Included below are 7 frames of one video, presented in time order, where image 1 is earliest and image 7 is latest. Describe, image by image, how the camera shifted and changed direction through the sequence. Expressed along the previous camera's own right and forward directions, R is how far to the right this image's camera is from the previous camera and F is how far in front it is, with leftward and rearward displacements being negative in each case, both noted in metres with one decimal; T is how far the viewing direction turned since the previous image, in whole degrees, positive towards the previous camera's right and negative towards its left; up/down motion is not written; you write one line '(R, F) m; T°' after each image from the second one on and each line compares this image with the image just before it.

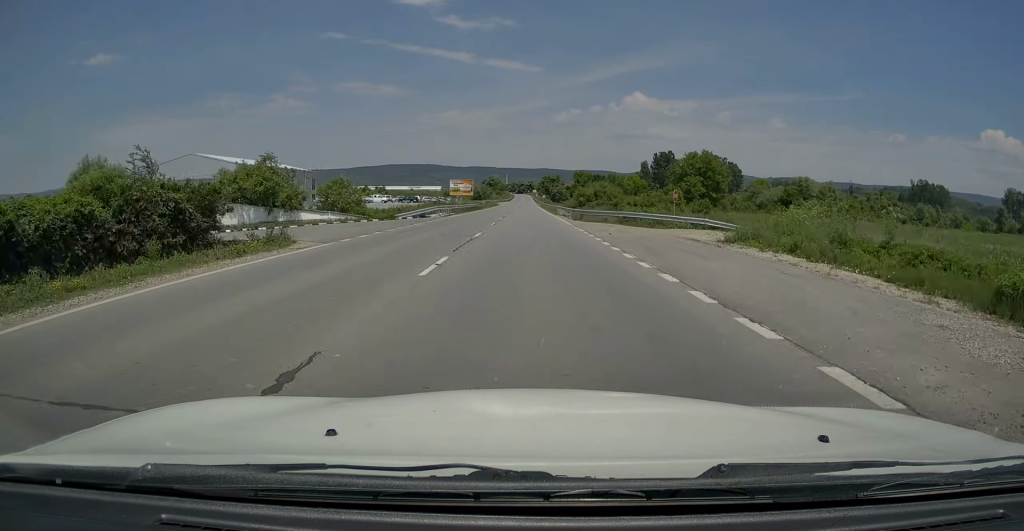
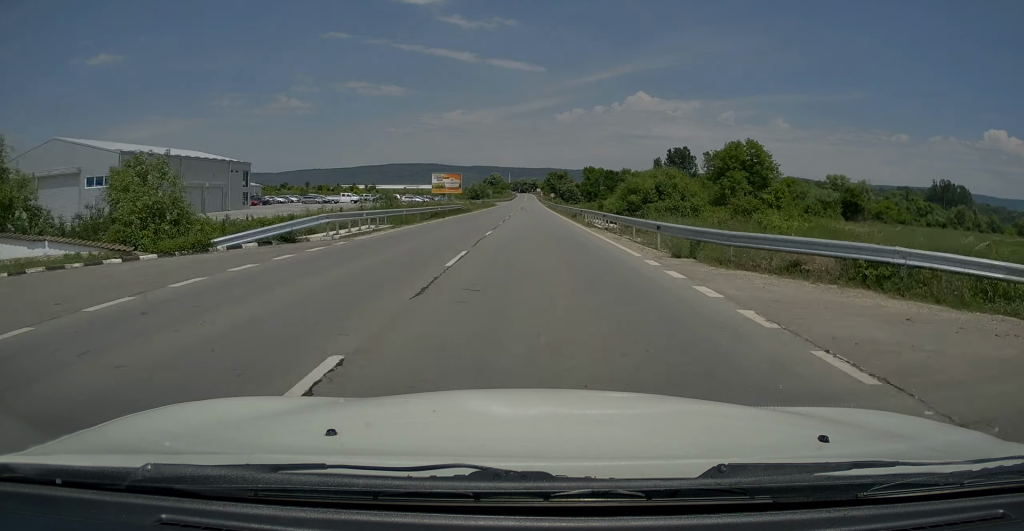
(-0.1, +25.8) m; 0°
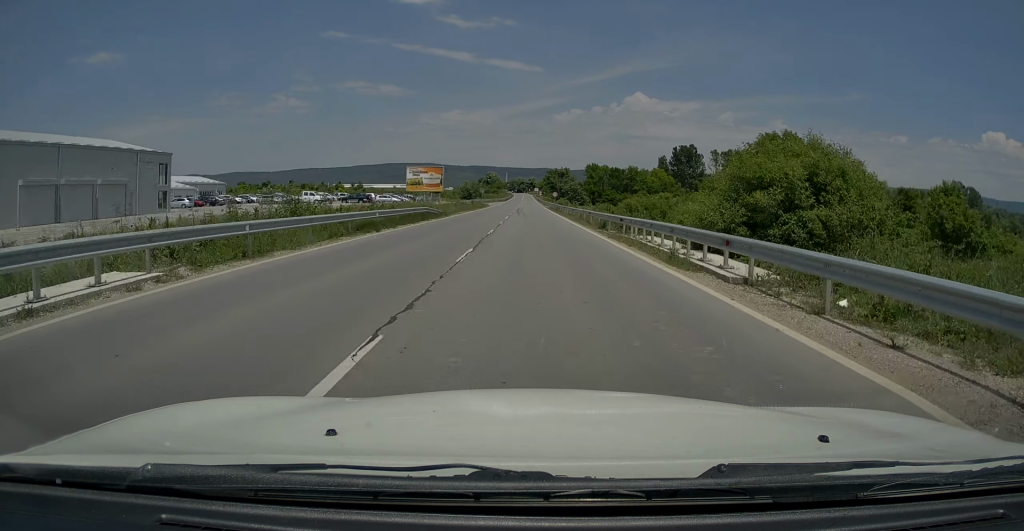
(0.0, +17.4) m; 0°
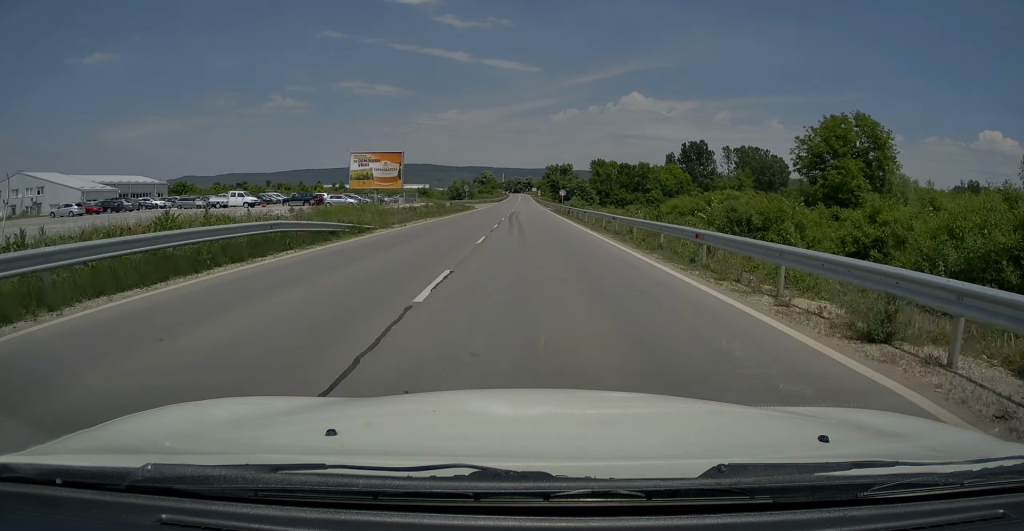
(0.0, +22.4) m; 0°
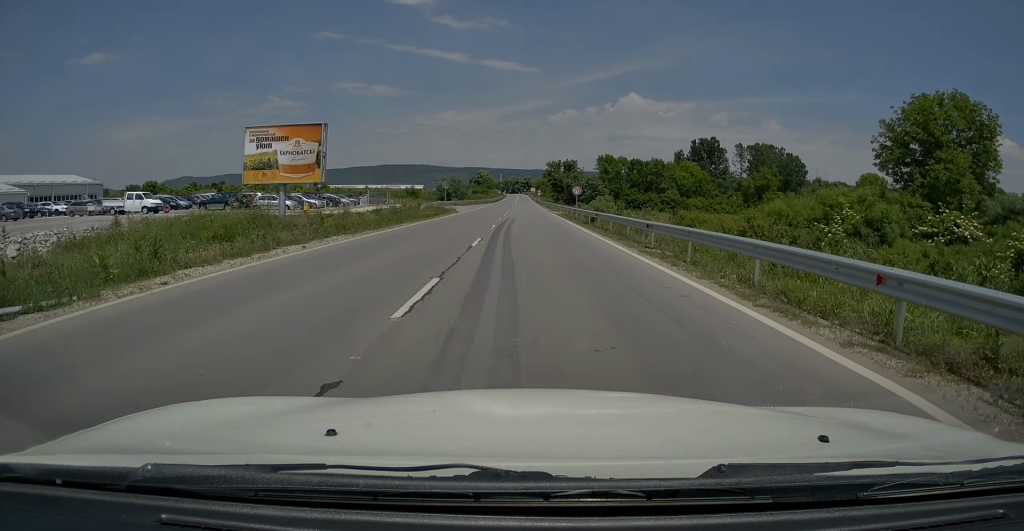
(-0.1, +19.1) m; 0°
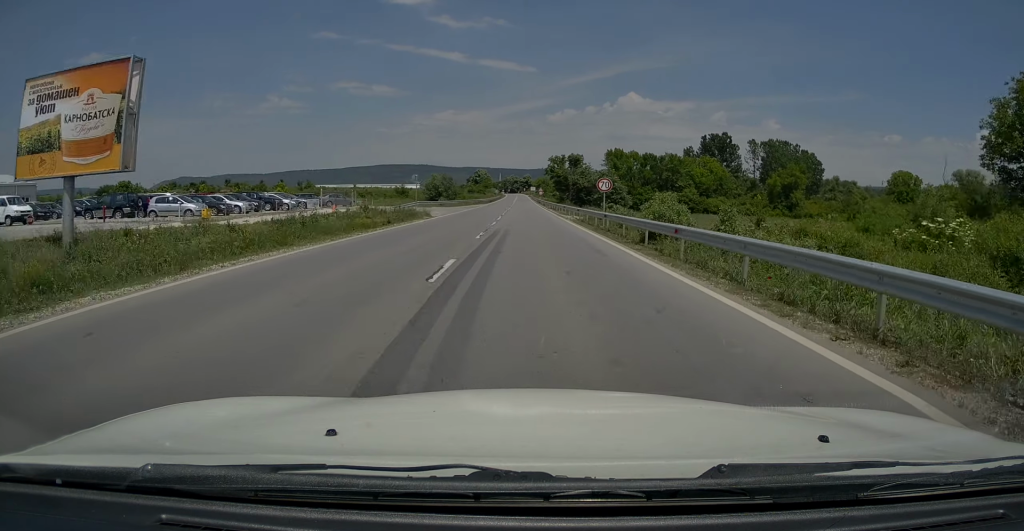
(+0.2, +15.7) m; 0°
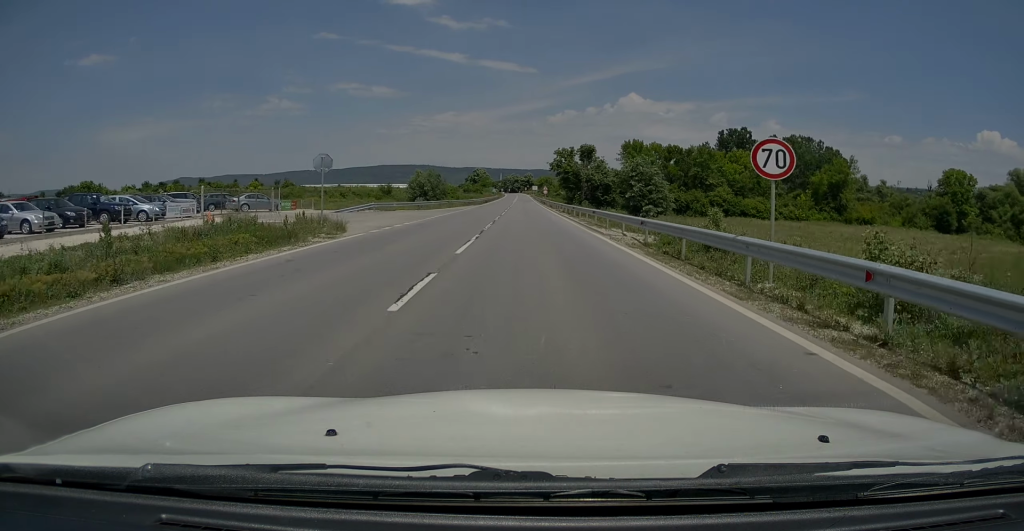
(+0.1, +20.7) m; 0°
